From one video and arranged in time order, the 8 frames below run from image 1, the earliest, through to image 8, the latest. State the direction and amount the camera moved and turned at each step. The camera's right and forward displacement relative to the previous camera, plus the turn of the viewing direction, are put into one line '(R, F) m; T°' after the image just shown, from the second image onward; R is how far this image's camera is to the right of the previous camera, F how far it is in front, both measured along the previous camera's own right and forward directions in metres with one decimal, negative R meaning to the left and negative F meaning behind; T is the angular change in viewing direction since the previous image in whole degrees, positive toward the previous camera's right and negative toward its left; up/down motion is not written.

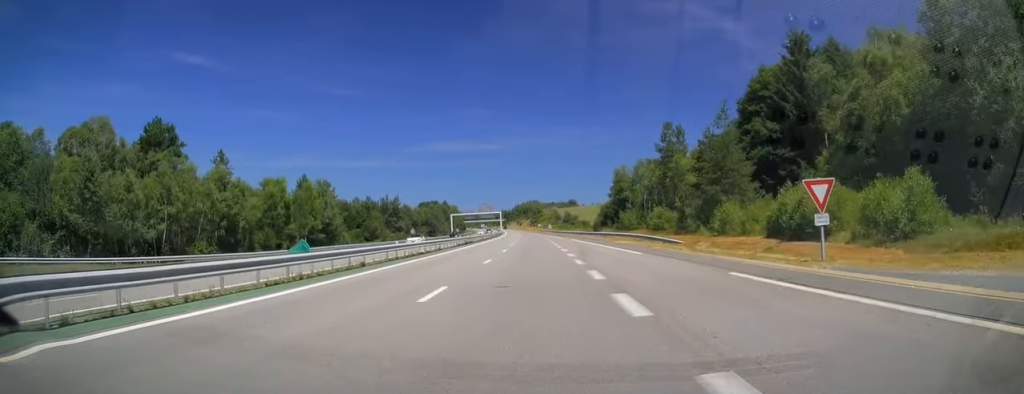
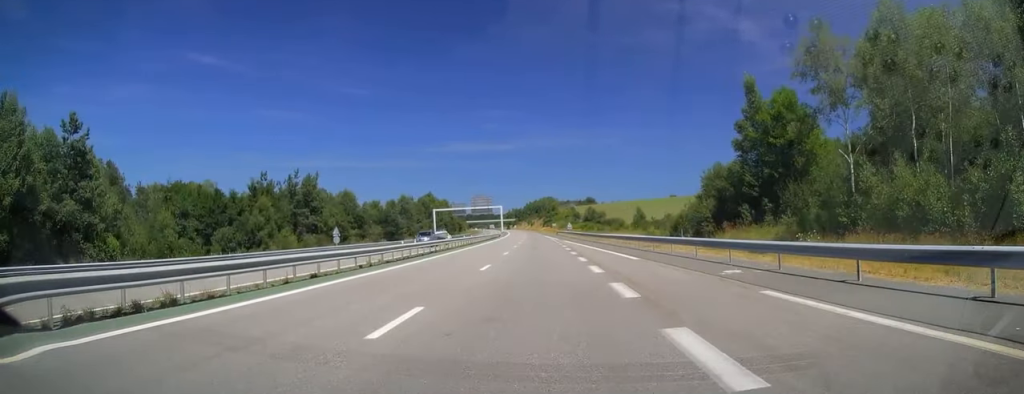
(-0.3, +56.0) m; -1°
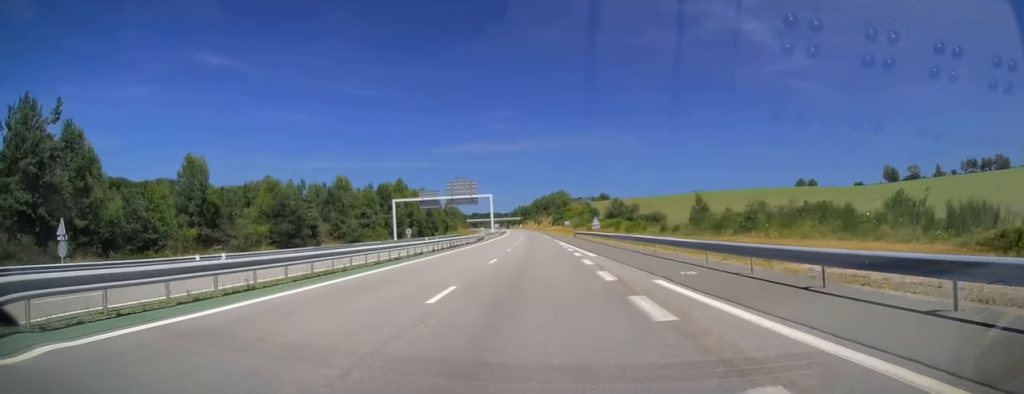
(-0.5, +48.7) m; -1°
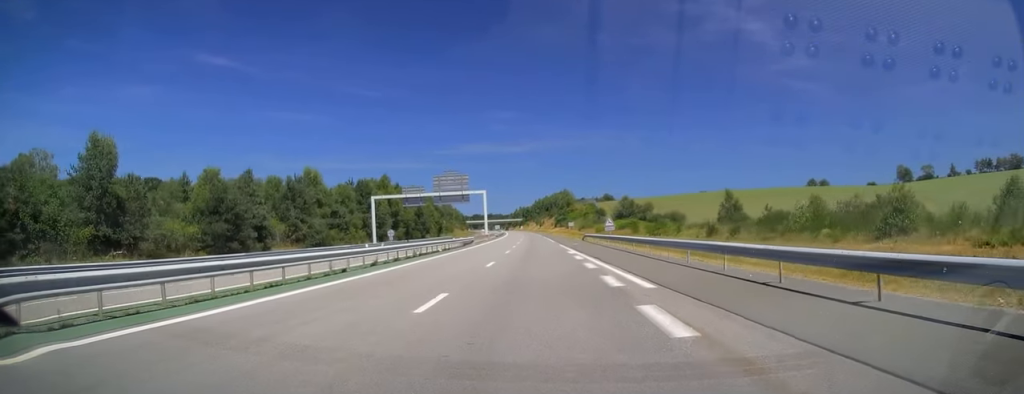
(-0.1, +14.3) m; 0°
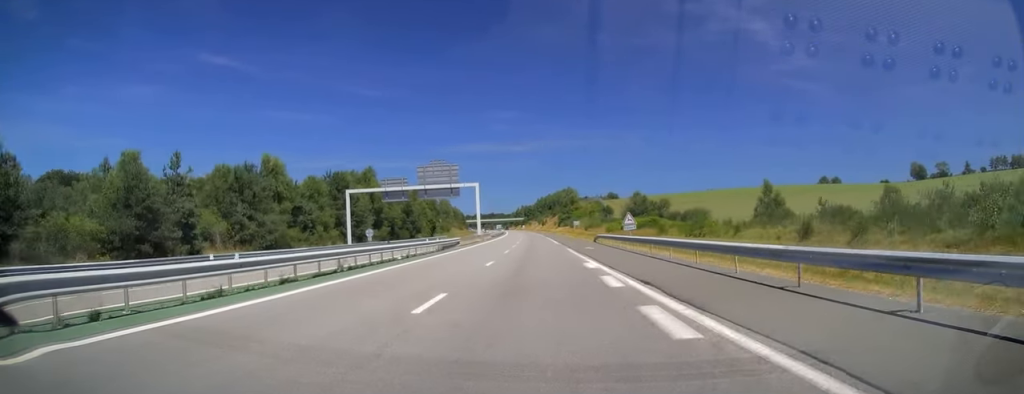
(0.0, +13.2) m; 0°
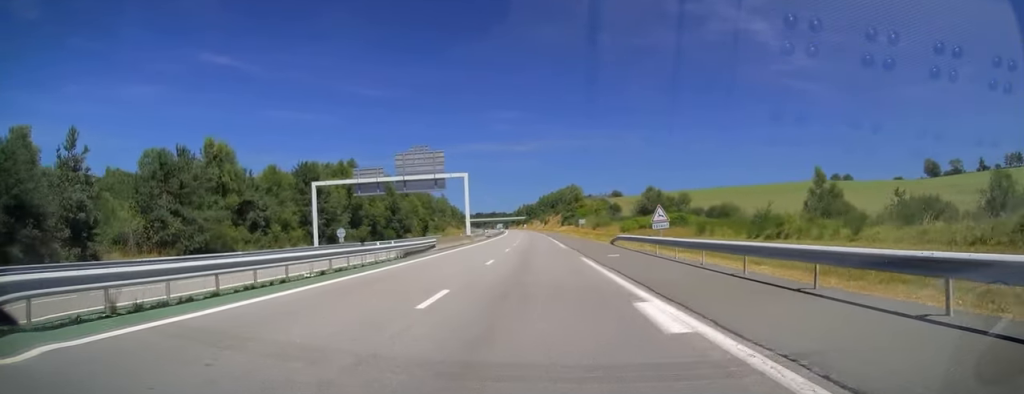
(0.0, +12.7) m; 0°
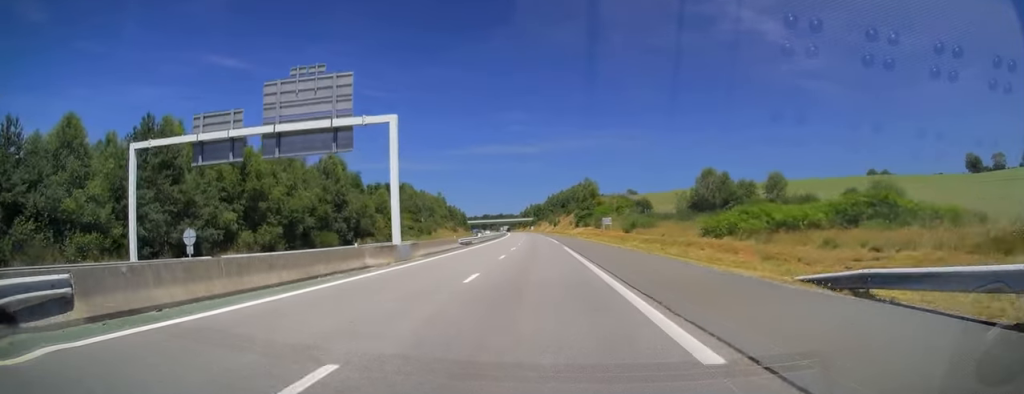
(-0.1, +33.6) m; 0°
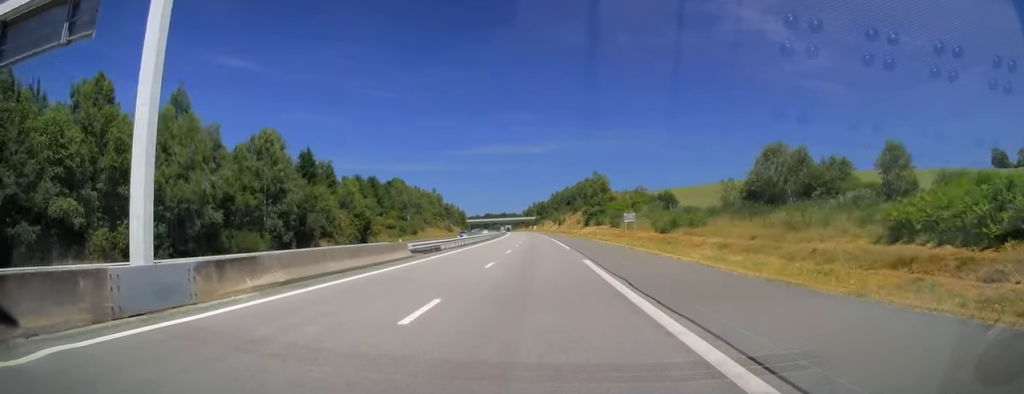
(-0.1, +20.3) m; -1°
